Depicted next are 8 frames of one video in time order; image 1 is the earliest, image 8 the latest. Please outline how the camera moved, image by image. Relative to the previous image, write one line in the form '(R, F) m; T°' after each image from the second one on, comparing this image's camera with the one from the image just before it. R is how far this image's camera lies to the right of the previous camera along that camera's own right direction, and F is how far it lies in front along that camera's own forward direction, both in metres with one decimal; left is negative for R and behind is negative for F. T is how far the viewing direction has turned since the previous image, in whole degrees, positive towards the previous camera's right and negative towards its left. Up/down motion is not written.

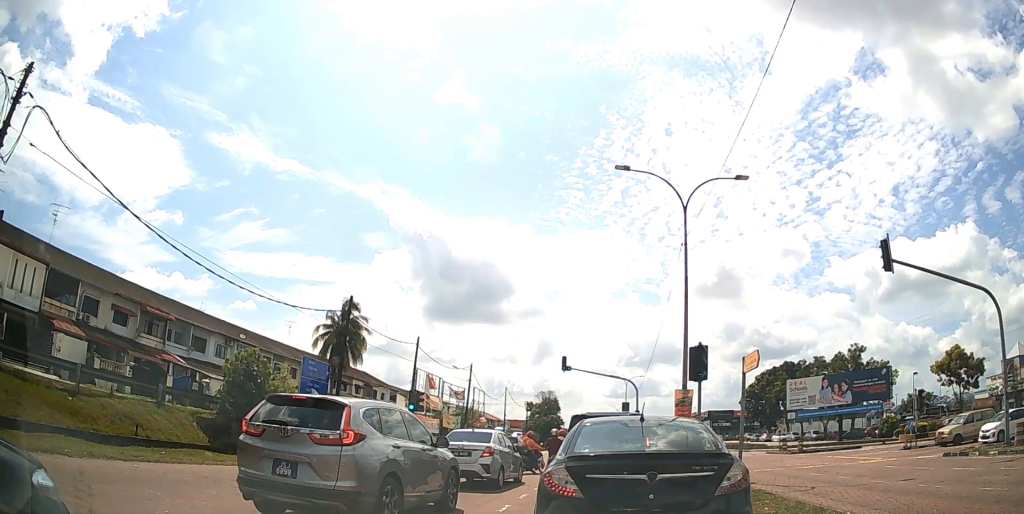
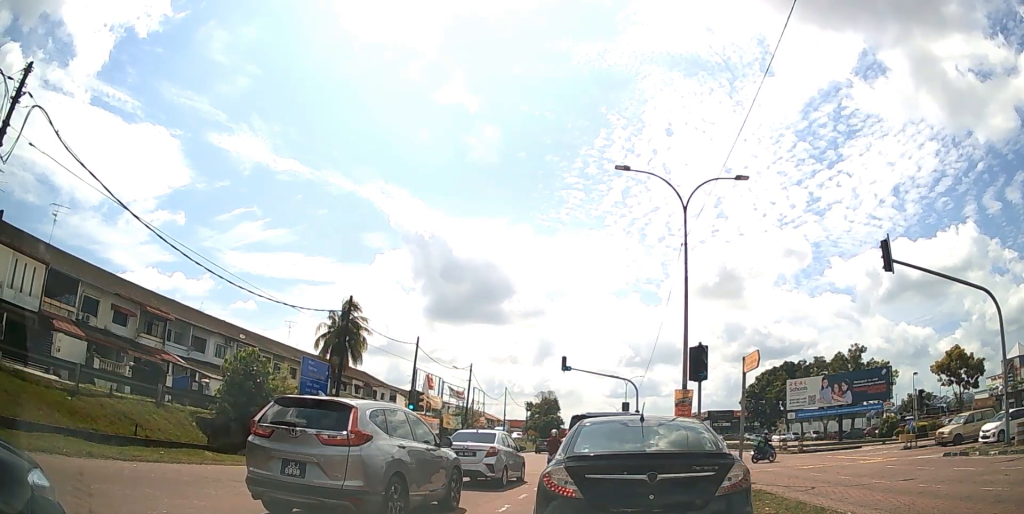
(0.0, +0.3) m; 0°
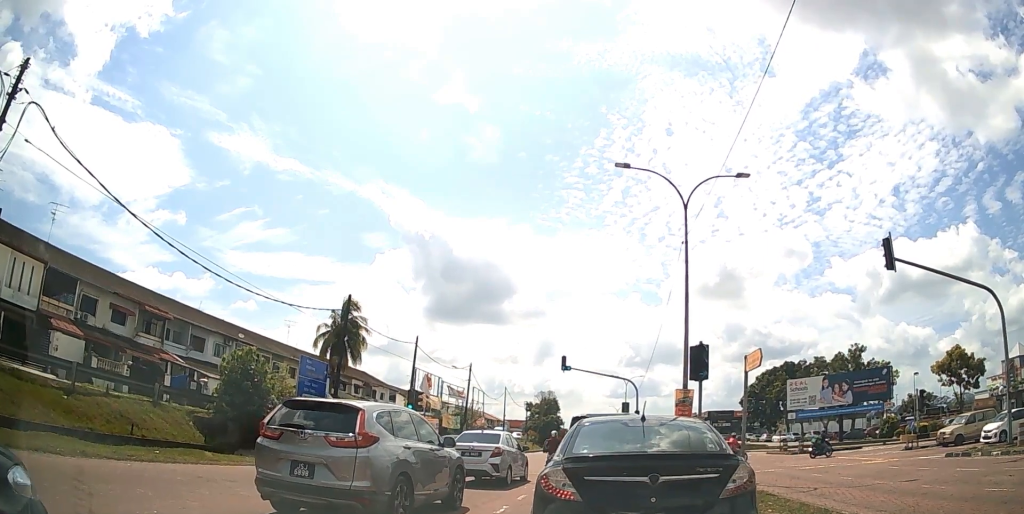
(0.0, 0.0) m; 0°
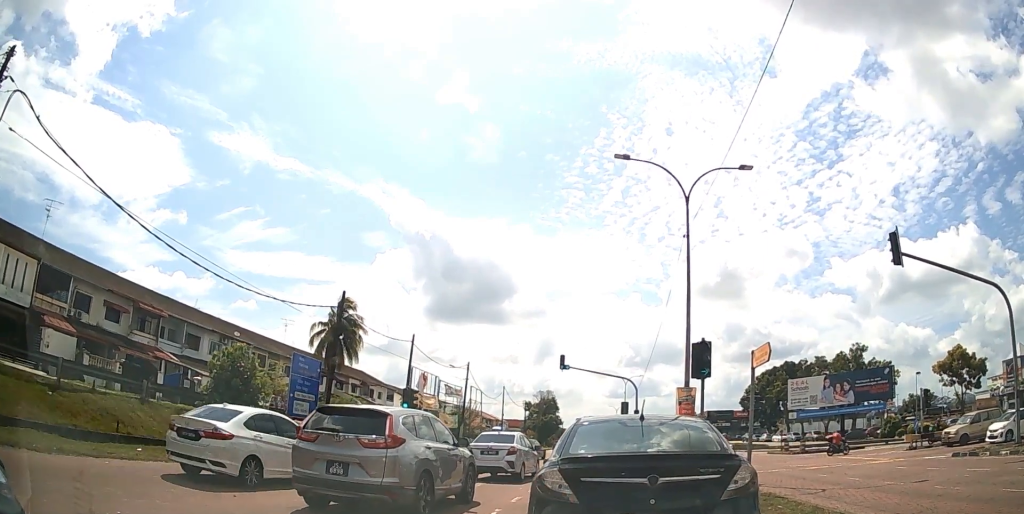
(0.0, +0.3) m; 0°
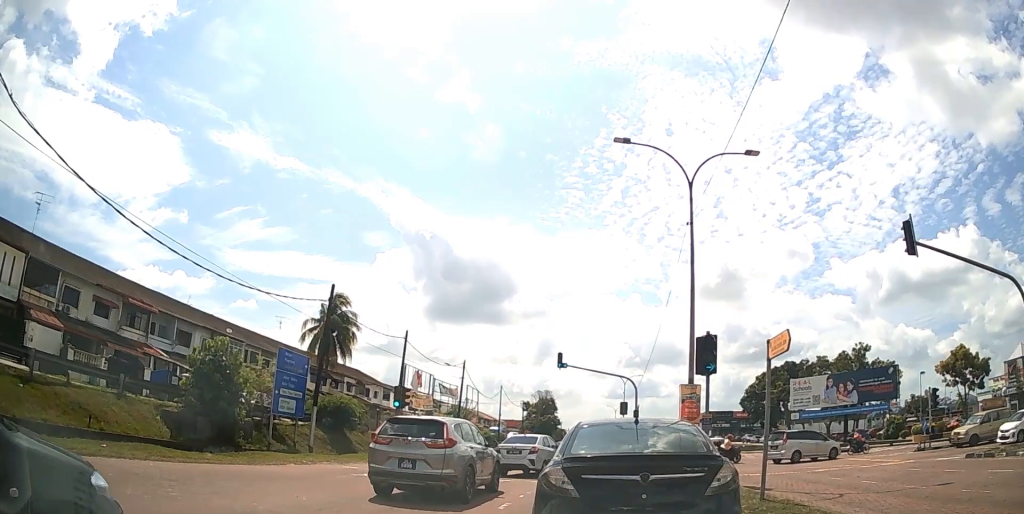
(0.0, +1.3) m; 0°
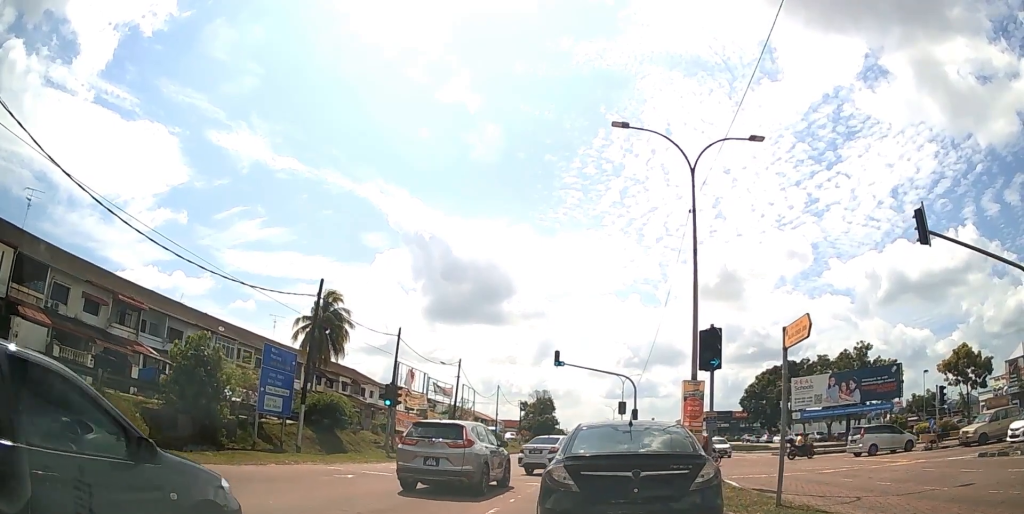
(0.0, +1.2) m; 0°
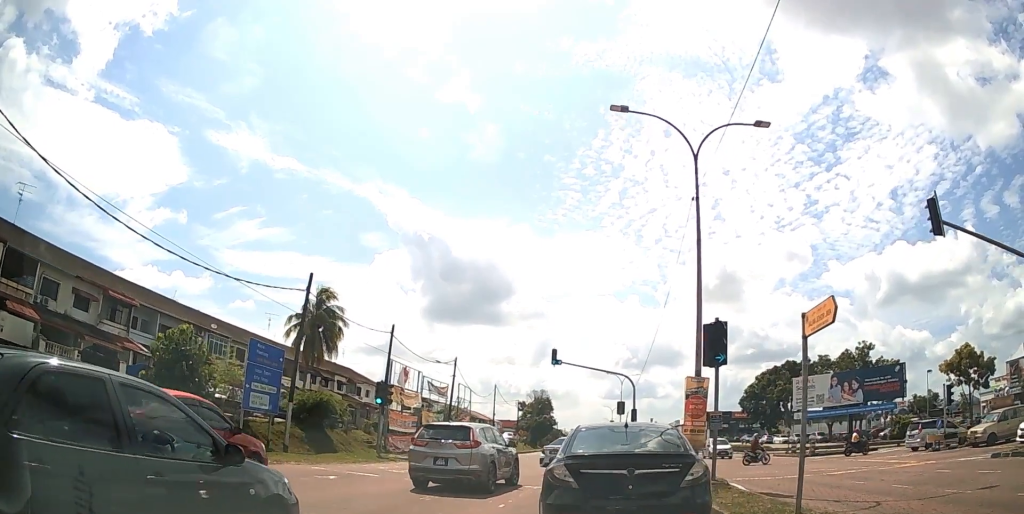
(0.0, +1.3) m; 0°
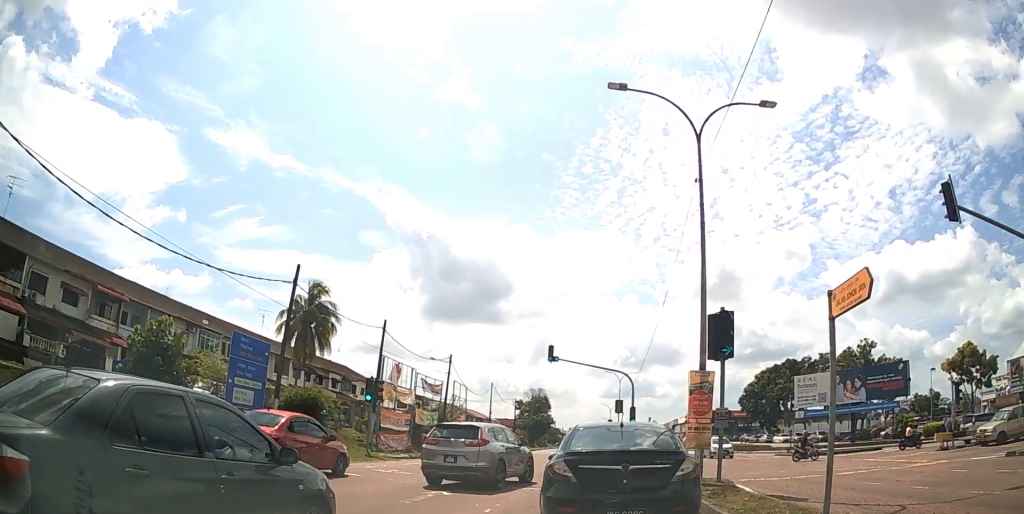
(0.0, +1.1) m; 0°
